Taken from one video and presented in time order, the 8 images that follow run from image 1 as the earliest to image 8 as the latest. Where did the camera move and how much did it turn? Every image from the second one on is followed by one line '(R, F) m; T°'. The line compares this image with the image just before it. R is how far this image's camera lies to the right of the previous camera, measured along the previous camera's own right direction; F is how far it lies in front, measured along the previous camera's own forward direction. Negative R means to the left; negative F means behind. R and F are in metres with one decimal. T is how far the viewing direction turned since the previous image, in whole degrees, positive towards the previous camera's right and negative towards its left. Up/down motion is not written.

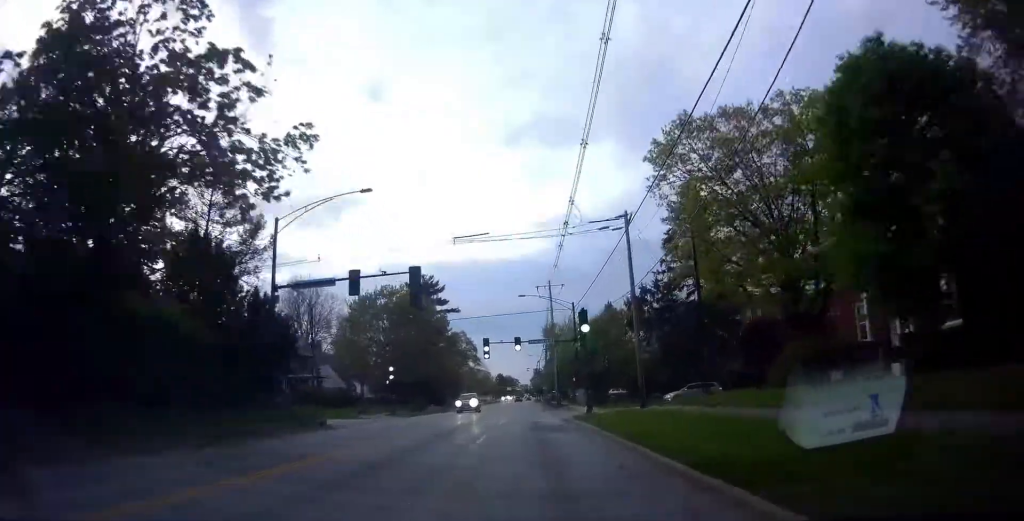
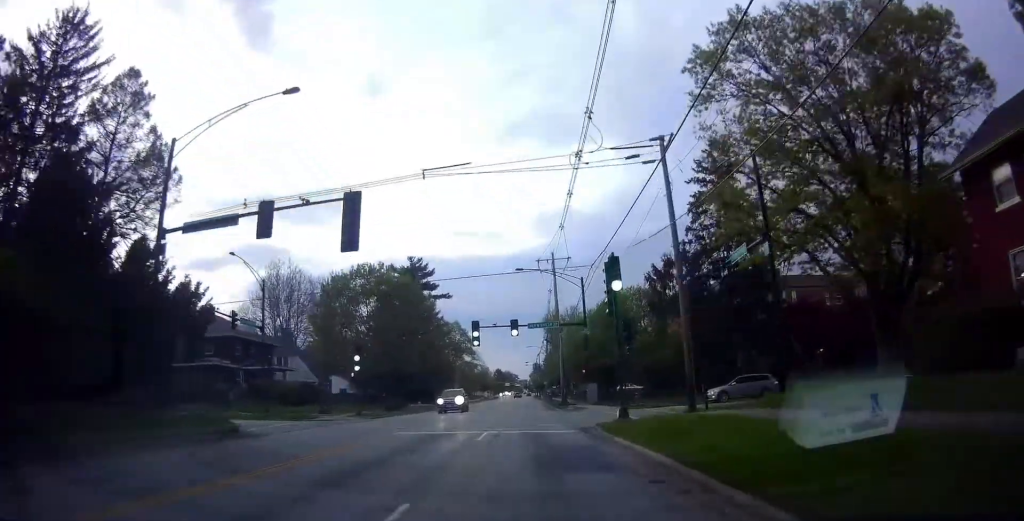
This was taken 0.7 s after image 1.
(0.0, +11.2) m; -2°
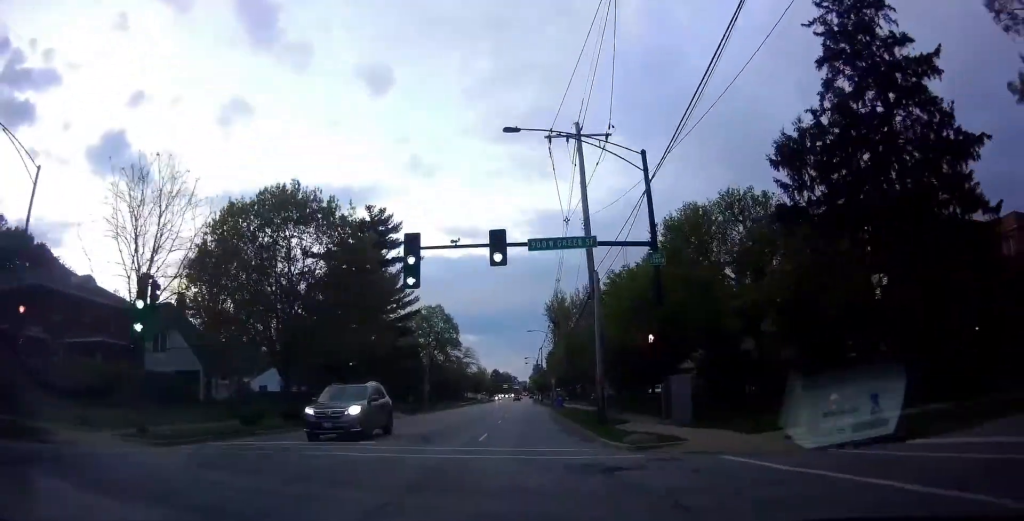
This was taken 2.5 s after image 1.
(+0.1, +25.9) m; +4°
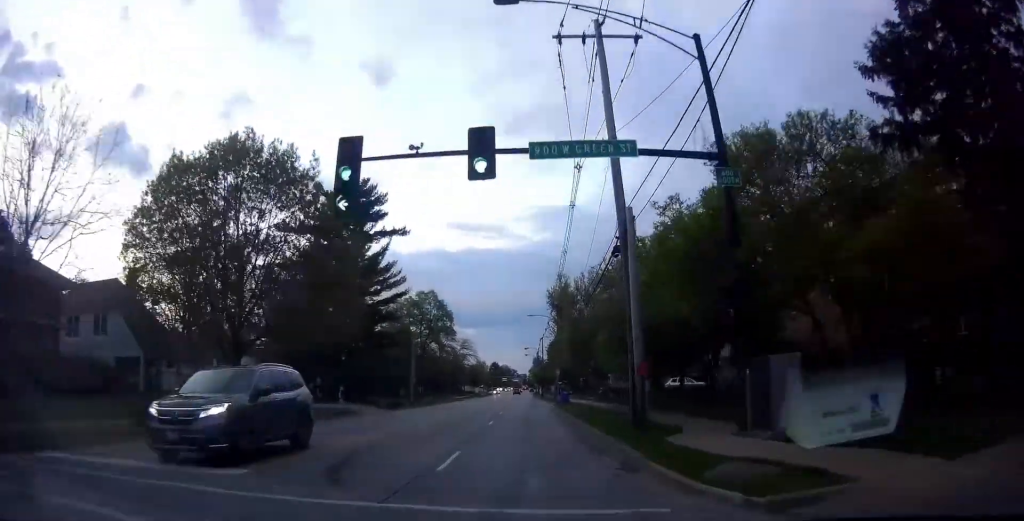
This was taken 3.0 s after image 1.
(+0.7, +7.9) m; +2°
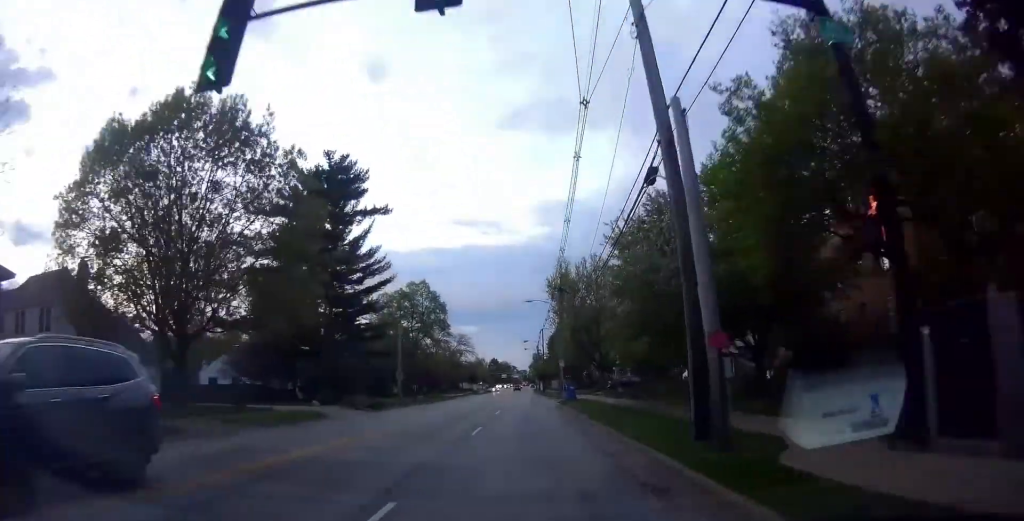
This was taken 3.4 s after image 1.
(-0.3, +6.4) m; -1°
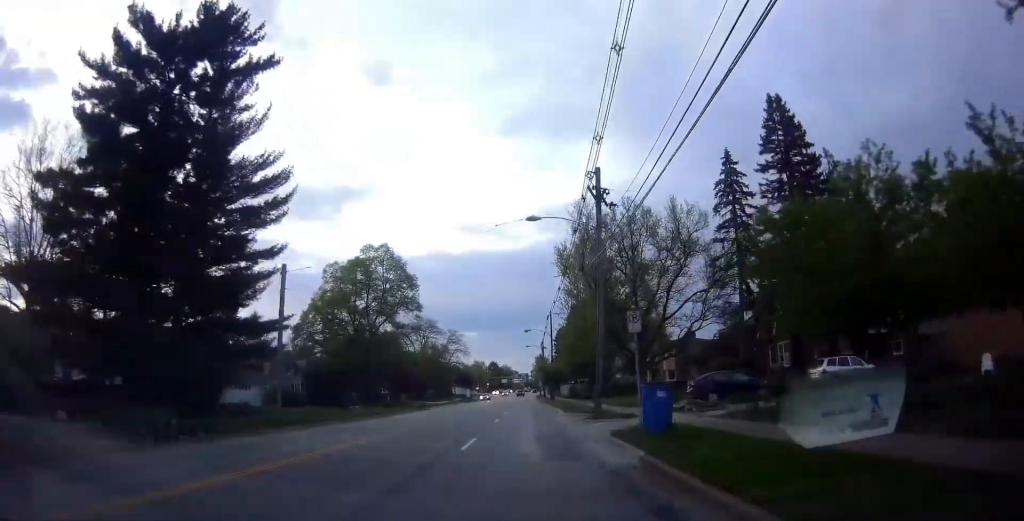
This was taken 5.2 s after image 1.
(-1.1, +25.9) m; -5°
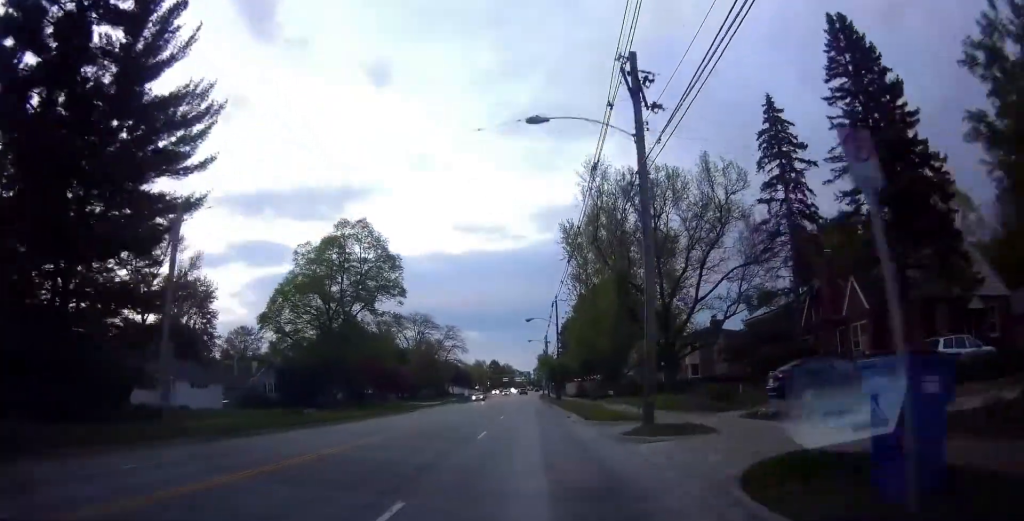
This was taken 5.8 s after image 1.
(-0.5, +9.6) m; 0°
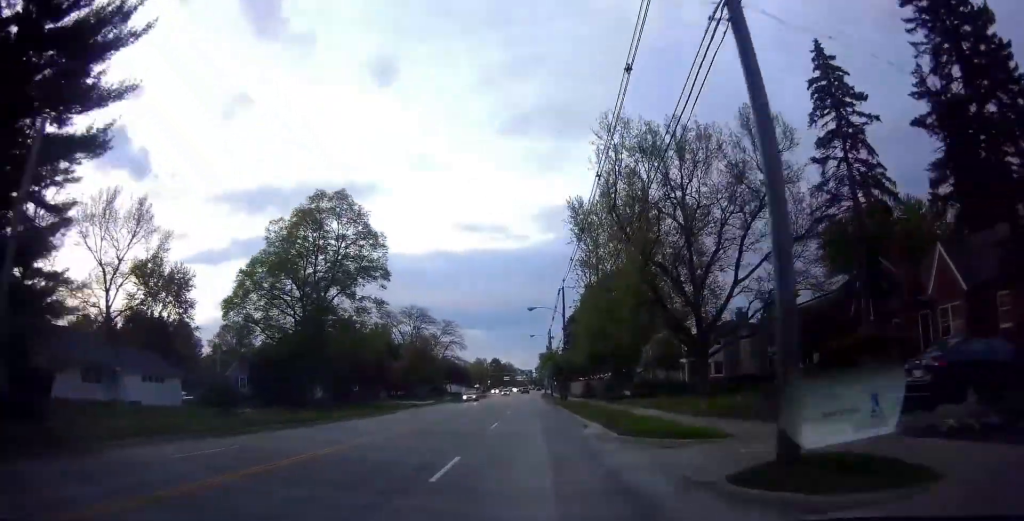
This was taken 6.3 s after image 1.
(+0.1, +7.7) m; +1°
